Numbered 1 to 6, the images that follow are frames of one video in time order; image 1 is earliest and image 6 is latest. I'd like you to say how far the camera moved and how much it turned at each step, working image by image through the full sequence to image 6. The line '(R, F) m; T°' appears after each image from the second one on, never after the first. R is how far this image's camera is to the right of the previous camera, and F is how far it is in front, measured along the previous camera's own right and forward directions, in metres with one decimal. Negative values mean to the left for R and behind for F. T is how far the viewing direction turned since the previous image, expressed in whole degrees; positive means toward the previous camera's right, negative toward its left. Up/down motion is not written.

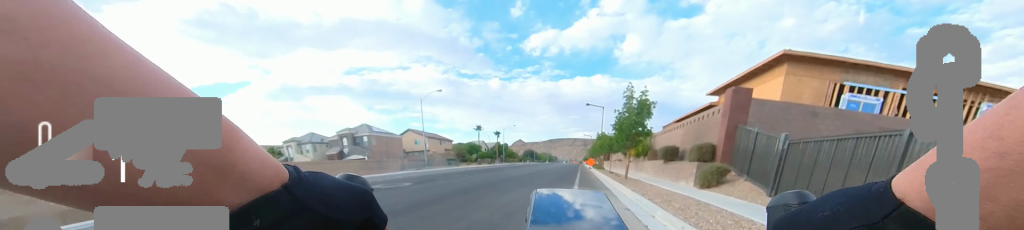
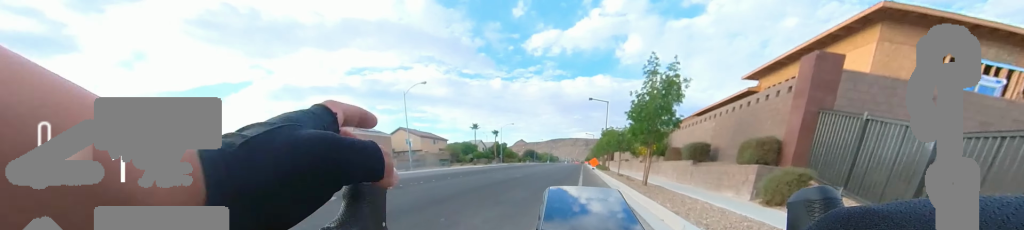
(0.0, +4.0) m; 0°
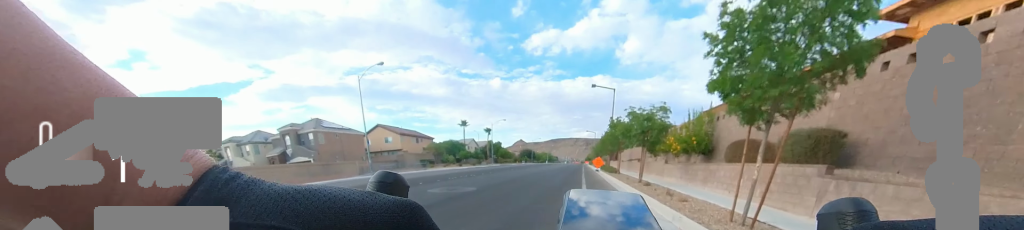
(0.0, +7.2) m; 0°
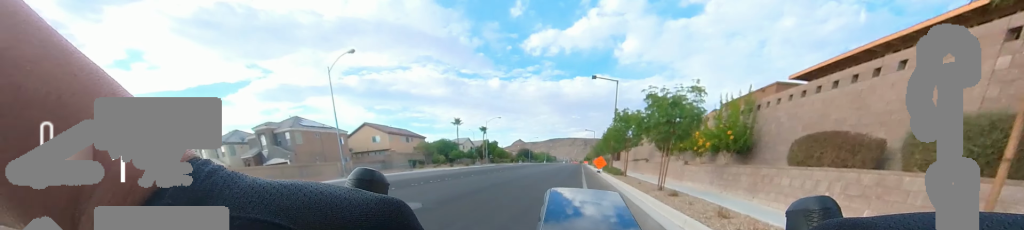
(0.0, +3.6) m; 0°
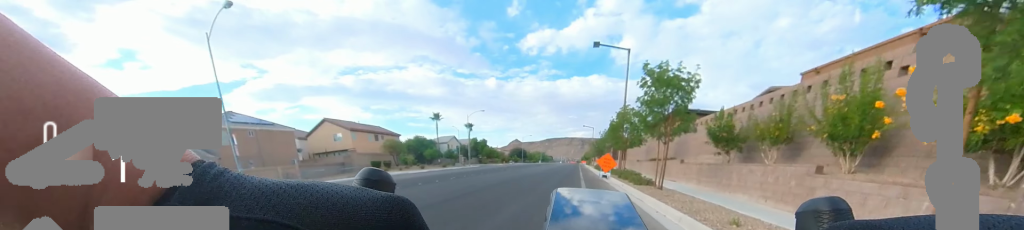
(0.0, +8.6) m; 0°
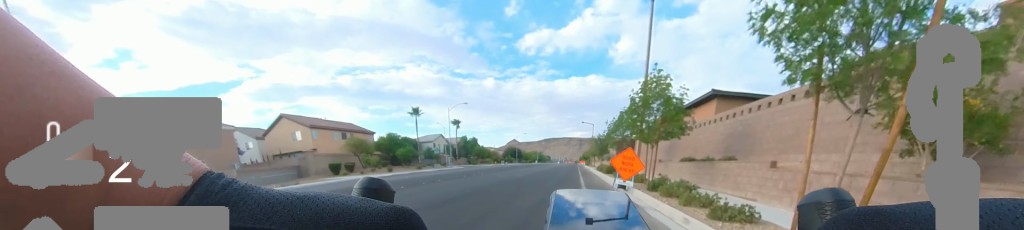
(0.0, +7.4) m; -1°
